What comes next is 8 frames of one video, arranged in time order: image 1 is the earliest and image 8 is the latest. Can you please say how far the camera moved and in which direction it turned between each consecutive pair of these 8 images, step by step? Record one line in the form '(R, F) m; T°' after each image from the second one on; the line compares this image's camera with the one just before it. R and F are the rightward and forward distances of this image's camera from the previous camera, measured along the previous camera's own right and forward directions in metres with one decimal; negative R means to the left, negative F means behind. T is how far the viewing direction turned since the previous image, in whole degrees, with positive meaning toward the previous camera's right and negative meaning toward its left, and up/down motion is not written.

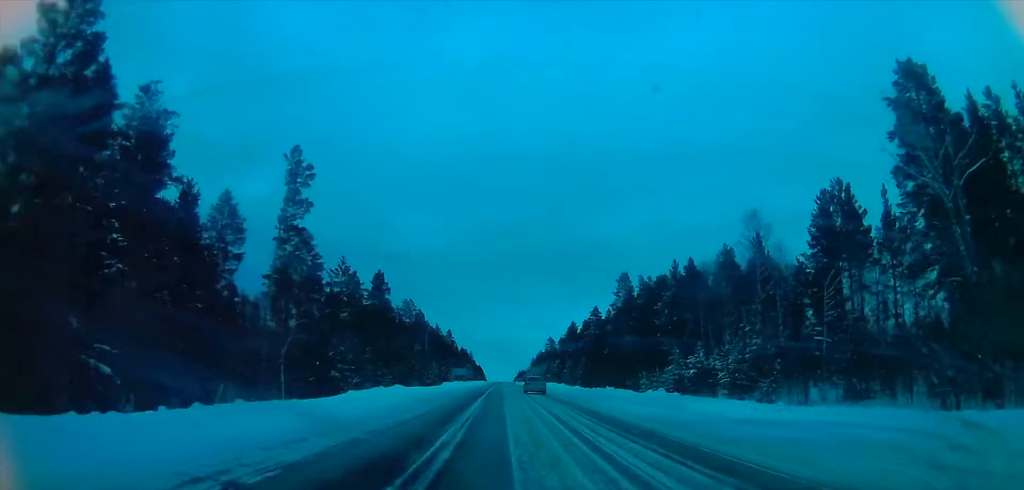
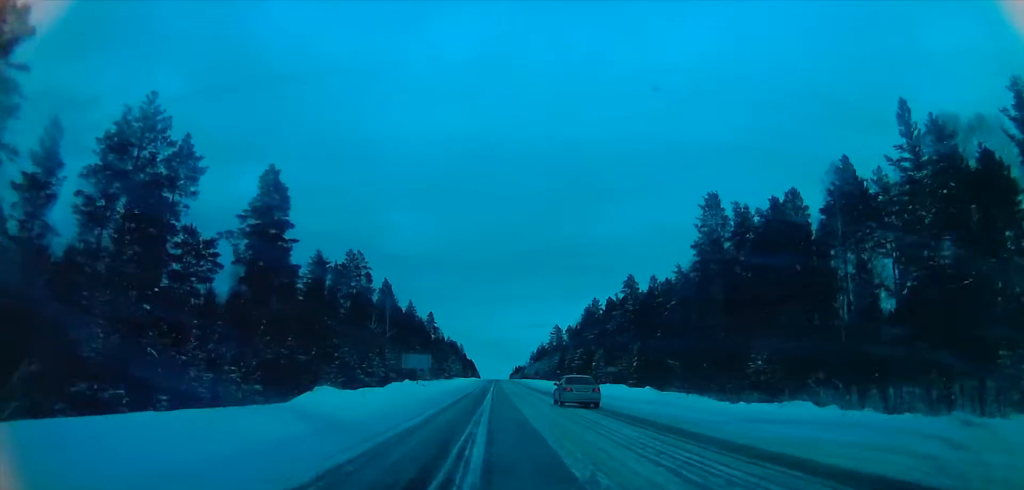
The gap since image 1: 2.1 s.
(0.0, +73.7) m; 0°
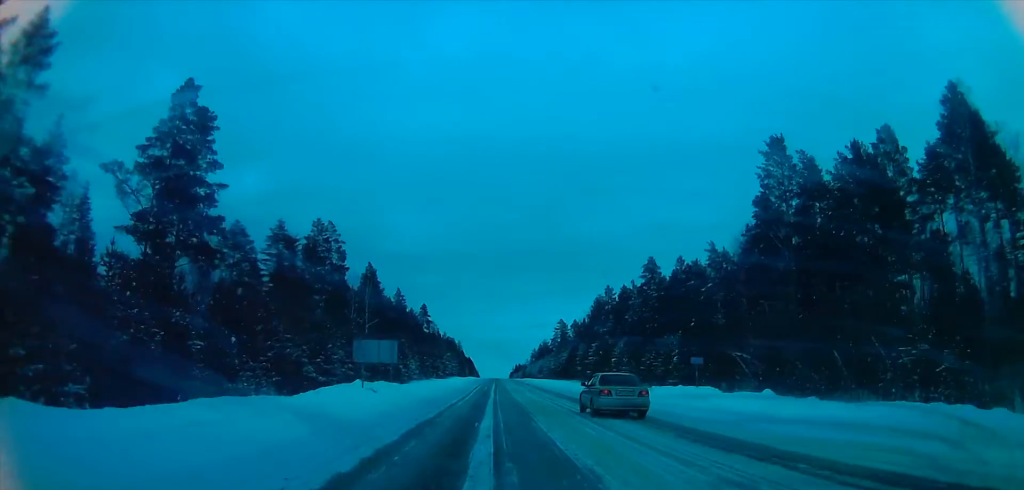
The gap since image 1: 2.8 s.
(0.0, +23.4) m; 0°
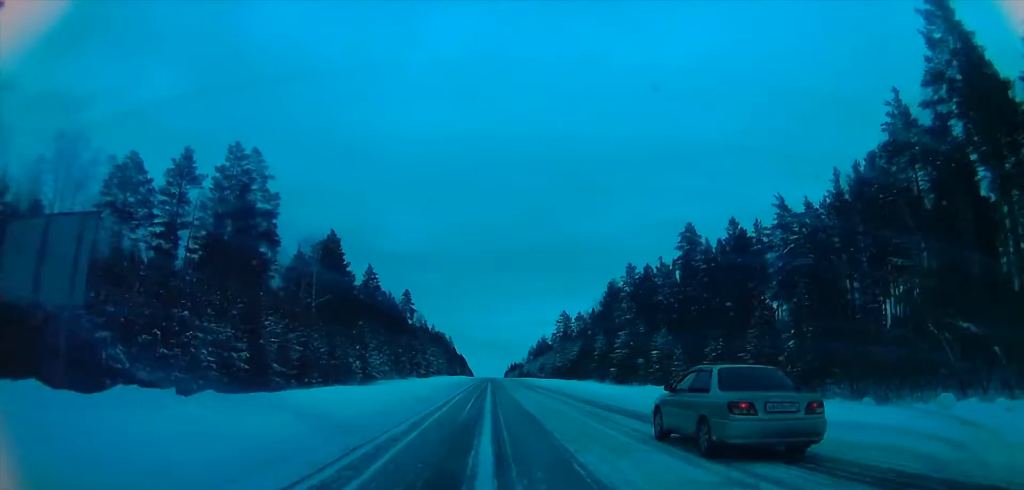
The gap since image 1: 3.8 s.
(0.0, +35.7) m; 0°
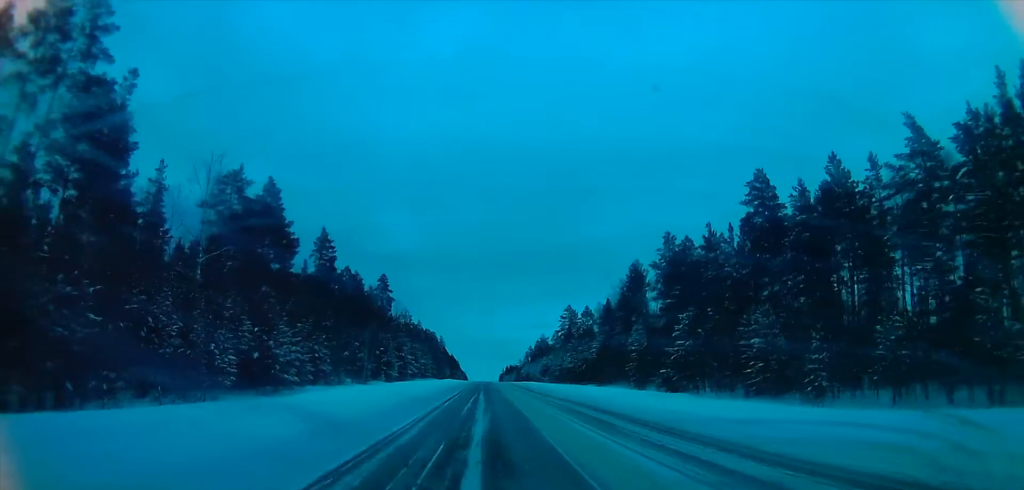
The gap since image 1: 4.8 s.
(+0.1, +32.1) m; +1°
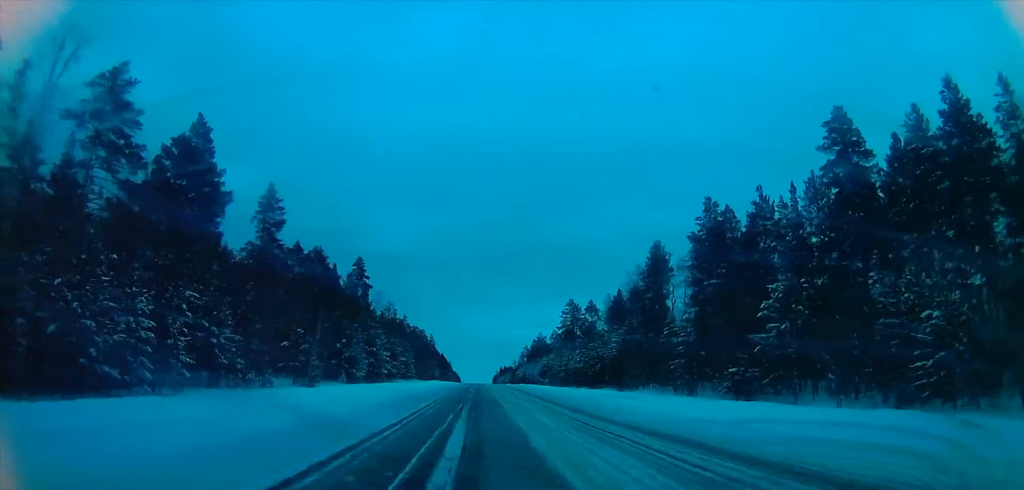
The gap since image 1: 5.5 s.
(+0.1, +21.8) m; +1°
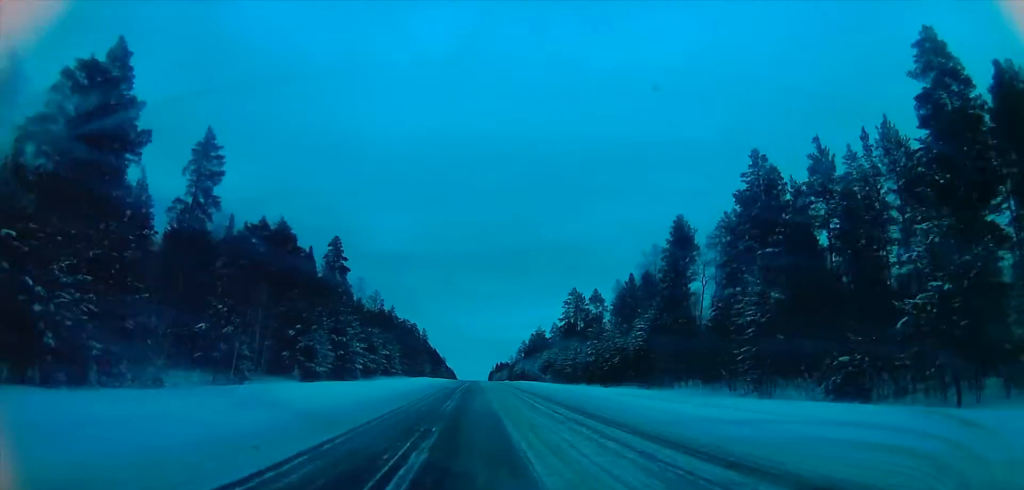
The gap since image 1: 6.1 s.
(+0.1, +17.4) m; 0°
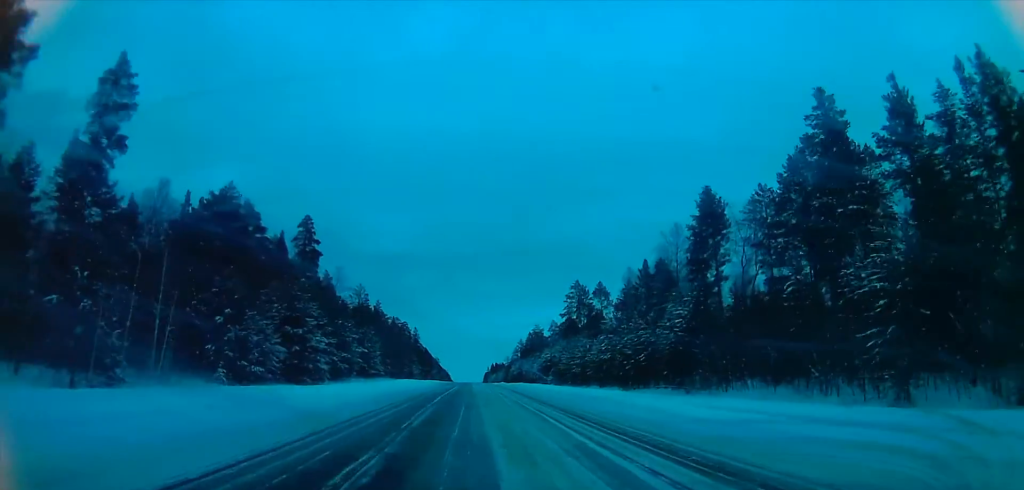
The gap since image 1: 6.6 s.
(+0.1, +16.7) m; 0°
